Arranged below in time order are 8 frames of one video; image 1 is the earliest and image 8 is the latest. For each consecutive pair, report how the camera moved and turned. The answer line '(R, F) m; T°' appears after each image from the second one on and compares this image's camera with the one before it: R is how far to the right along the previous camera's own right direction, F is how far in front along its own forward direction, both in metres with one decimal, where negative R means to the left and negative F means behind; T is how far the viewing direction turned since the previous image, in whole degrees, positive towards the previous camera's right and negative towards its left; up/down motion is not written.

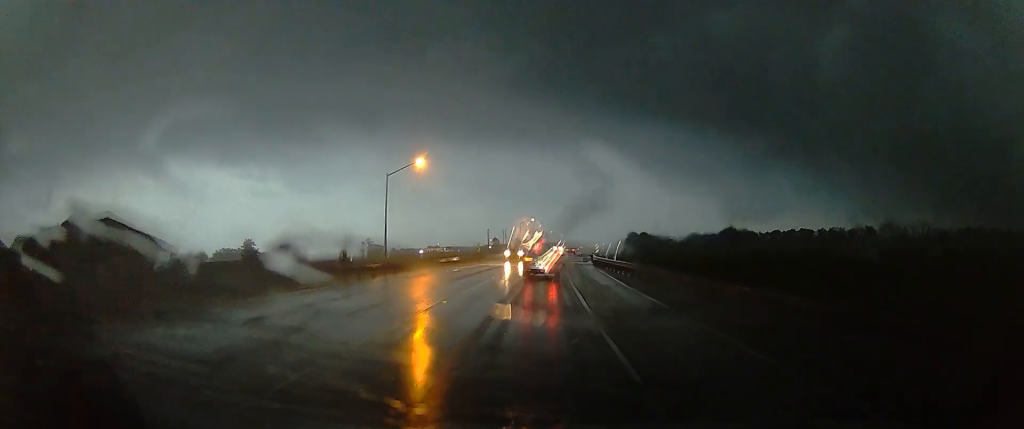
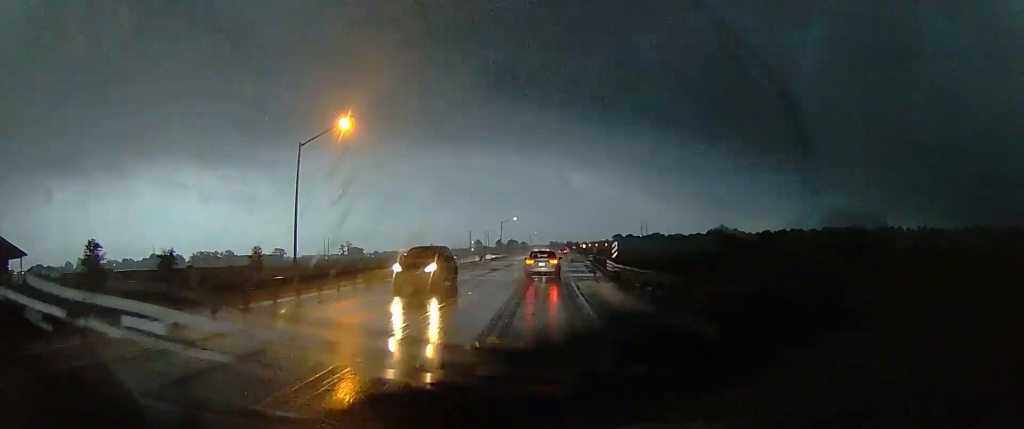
(+0.1, +20.3) m; +3°
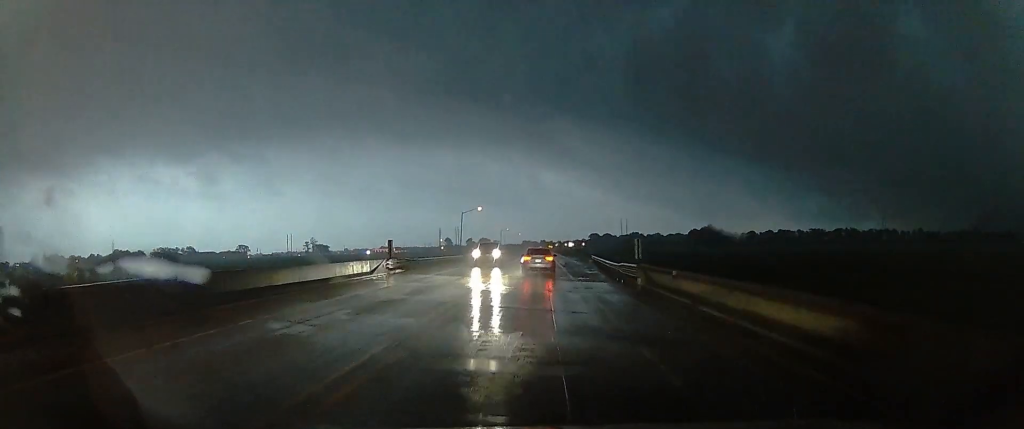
(+1.5, +35.9) m; +2°
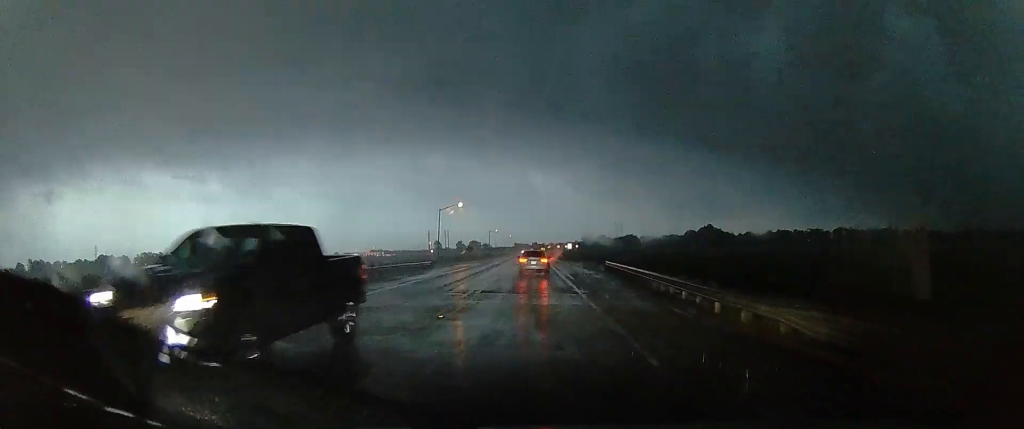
(+0.1, +19.7) m; 0°
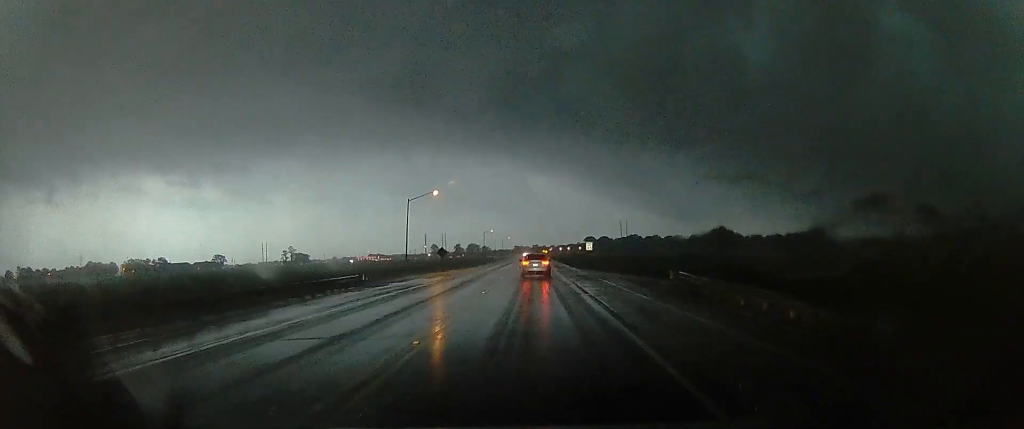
(-0.1, +27.7) m; +1°
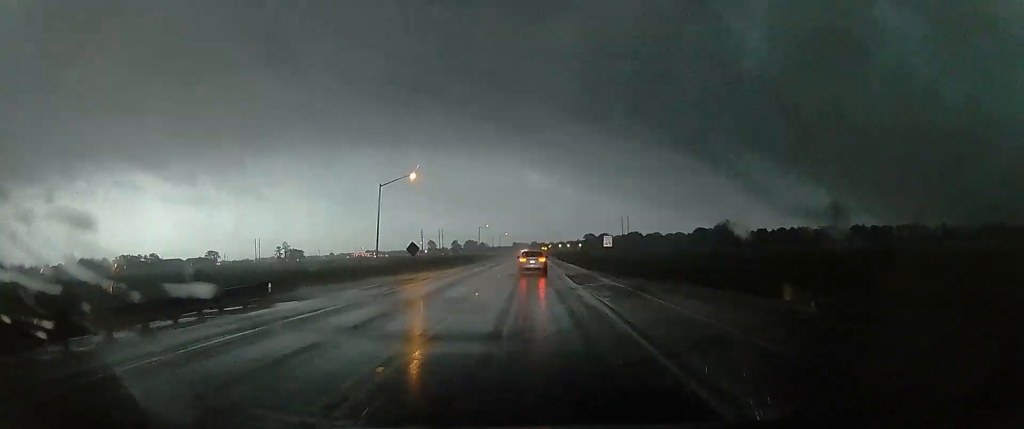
(0.0, +14.5) m; +2°
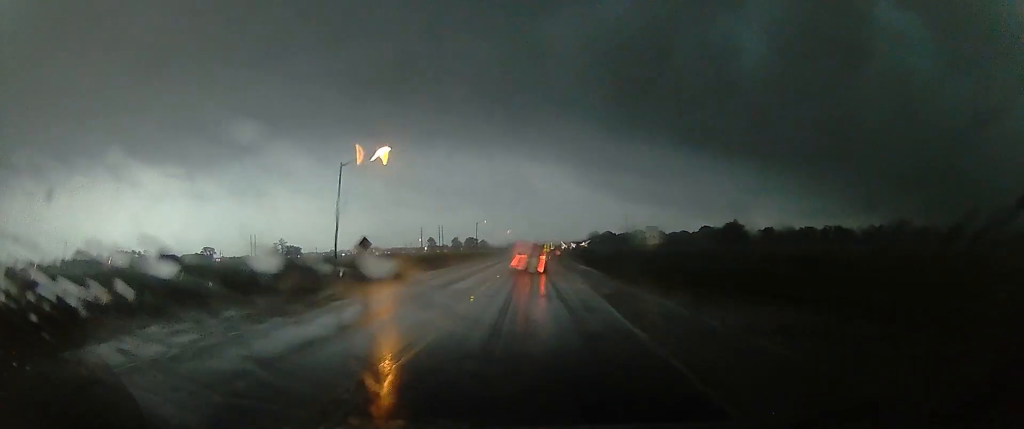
(+0.5, +14.5) m; 0°
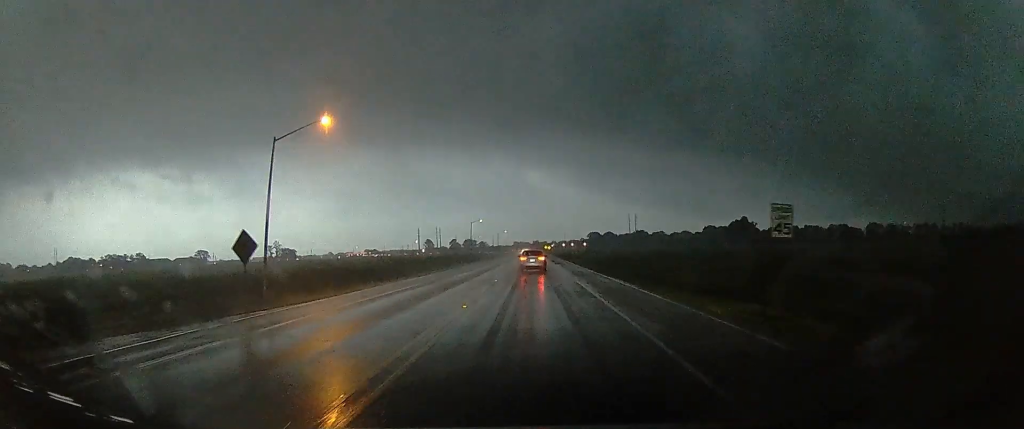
(+0.1, +14.5) m; -1°
